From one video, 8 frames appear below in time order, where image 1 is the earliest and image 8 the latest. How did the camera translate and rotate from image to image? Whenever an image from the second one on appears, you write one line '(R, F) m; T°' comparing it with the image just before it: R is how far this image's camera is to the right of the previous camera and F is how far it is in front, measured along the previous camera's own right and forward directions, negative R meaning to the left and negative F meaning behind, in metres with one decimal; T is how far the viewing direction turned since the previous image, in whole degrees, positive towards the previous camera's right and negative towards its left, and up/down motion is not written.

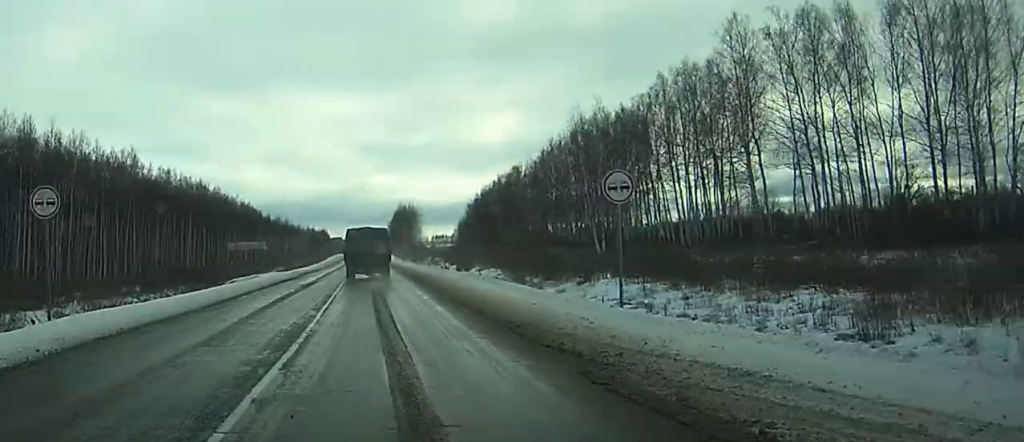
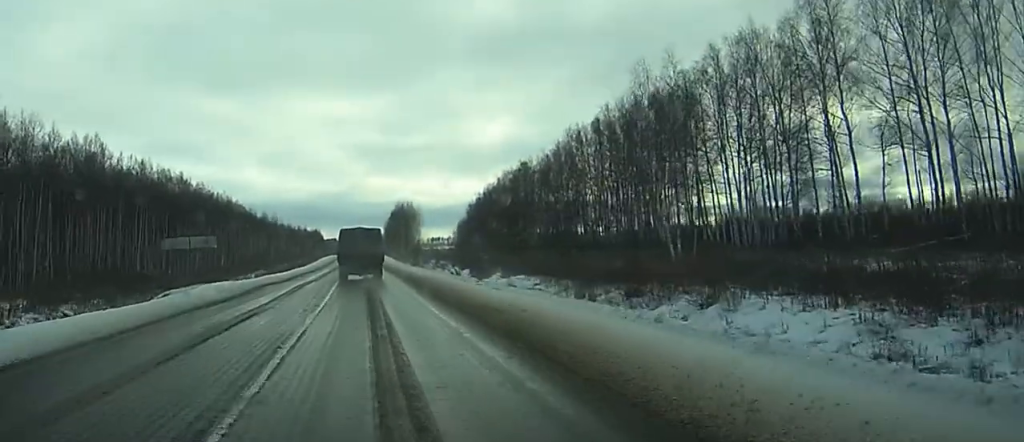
(+0.1, +20.9) m; 0°
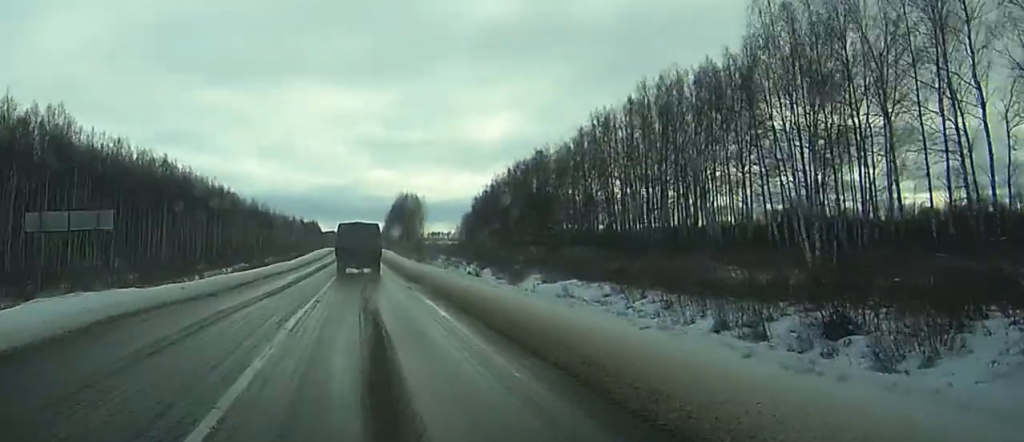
(0.0, +19.6) m; 0°
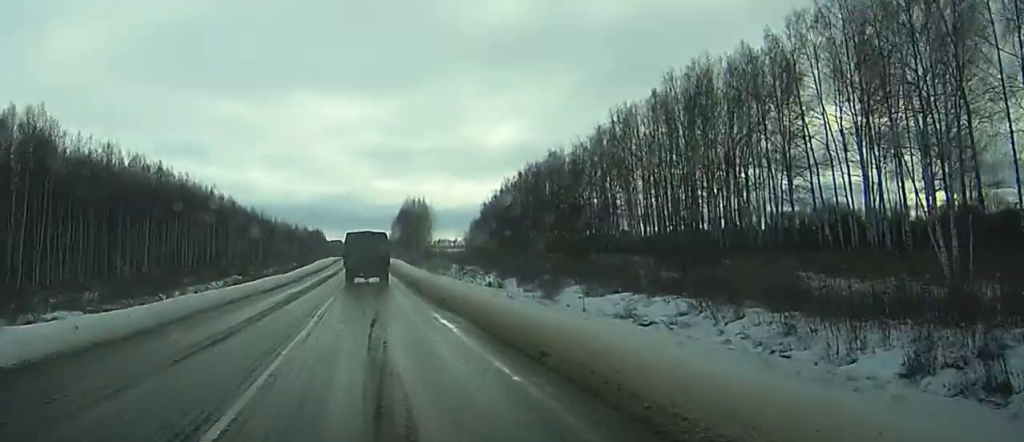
(0.0, +10.6) m; 0°
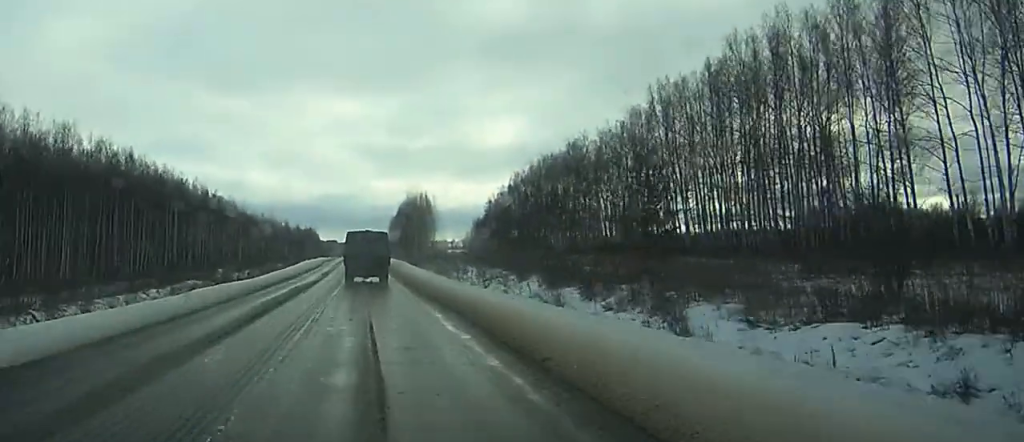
(0.0, +23.6) m; 0°
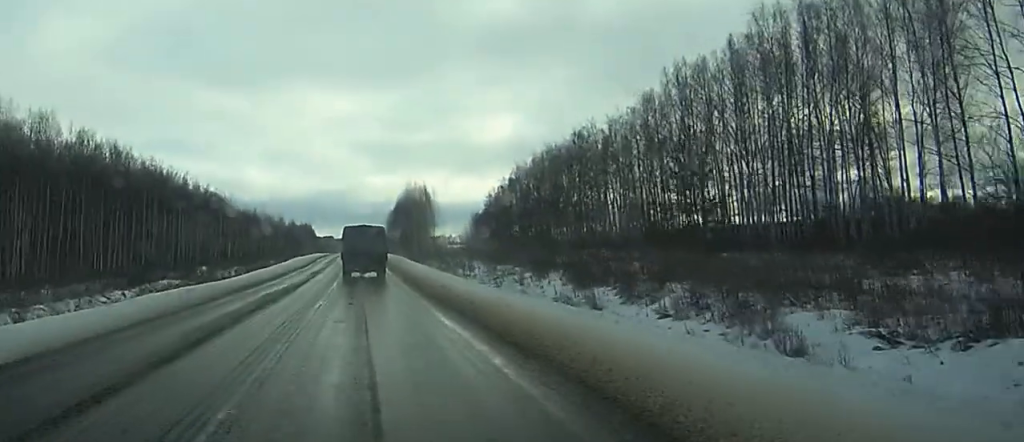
(0.0, +8.7) m; 0°
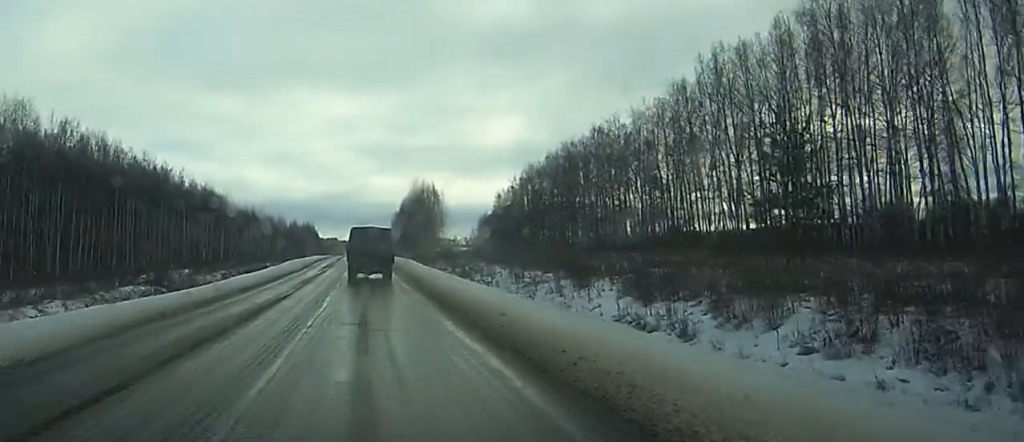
(0.0, +11.7) m; 0°
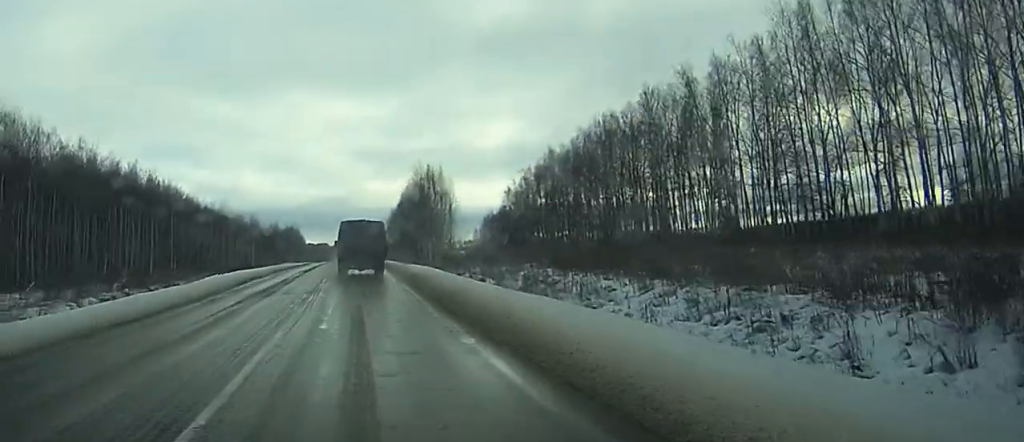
(+0.2, +39.5) m; -1°
